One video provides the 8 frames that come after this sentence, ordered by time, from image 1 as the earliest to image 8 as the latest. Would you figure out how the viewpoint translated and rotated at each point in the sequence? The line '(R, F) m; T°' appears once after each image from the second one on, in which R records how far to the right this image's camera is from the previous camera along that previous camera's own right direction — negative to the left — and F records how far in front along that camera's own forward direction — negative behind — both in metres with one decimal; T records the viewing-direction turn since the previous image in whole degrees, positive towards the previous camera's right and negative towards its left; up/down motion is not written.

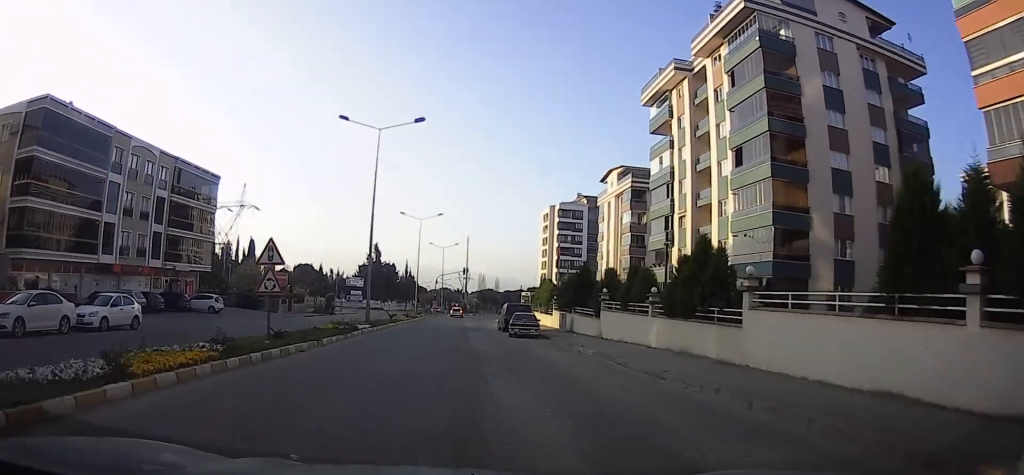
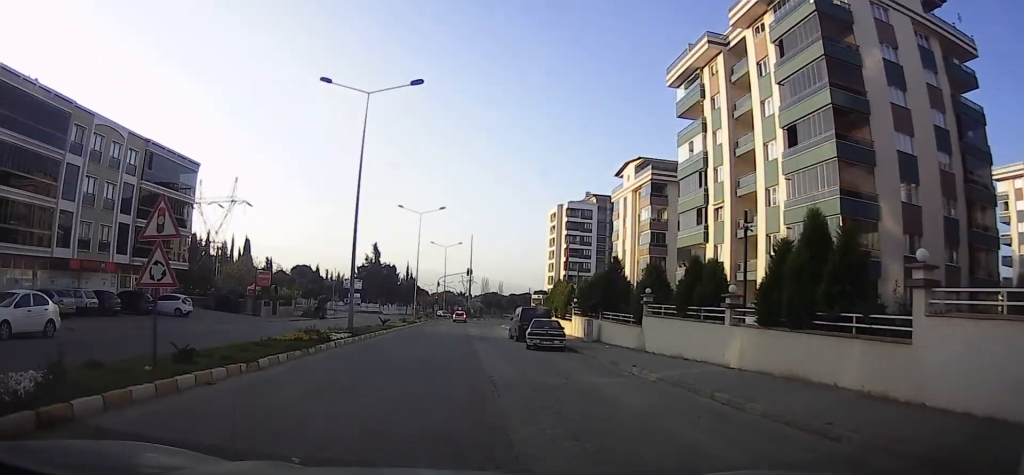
(0.0, +6.8) m; 0°
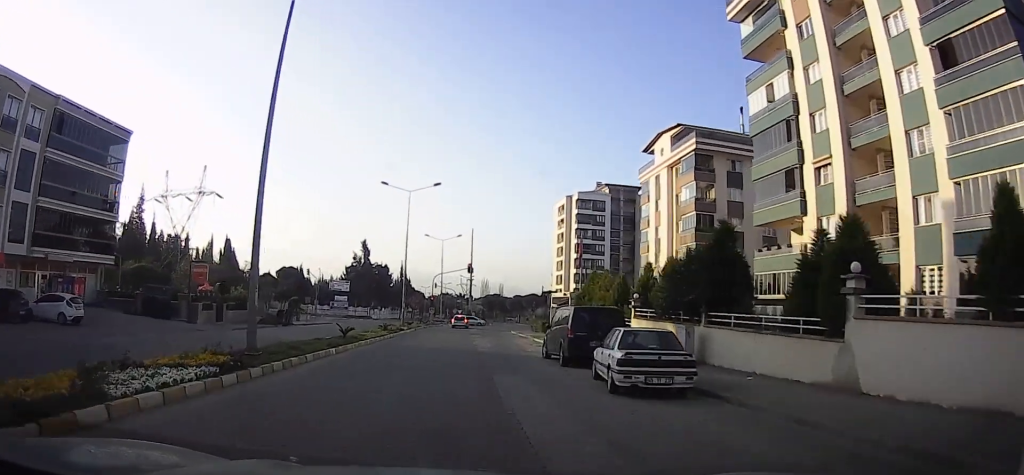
(0.0, +15.0) m; 0°
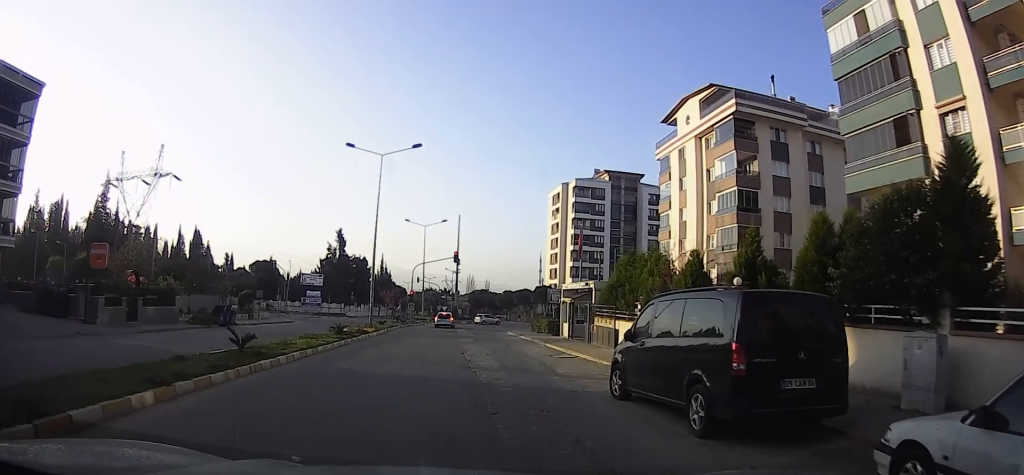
(0.0, +11.5) m; 0°
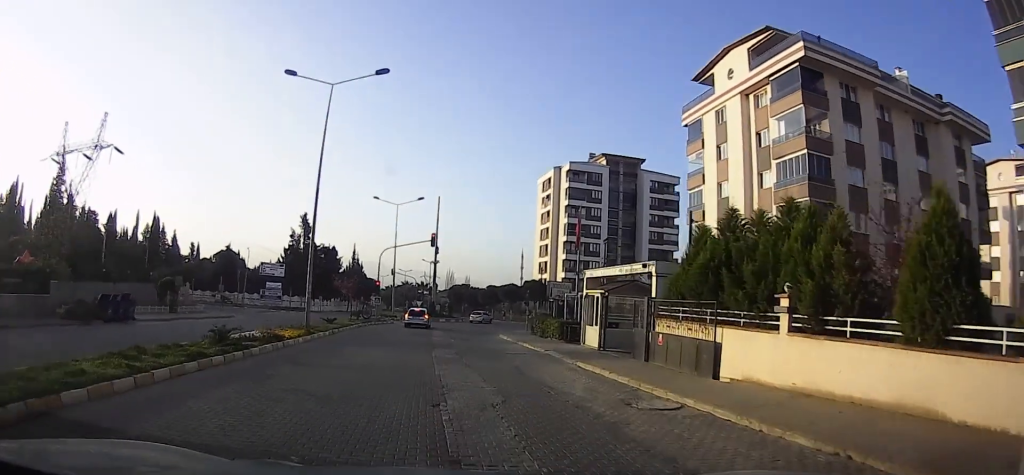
(0.0, +12.2) m; +1°
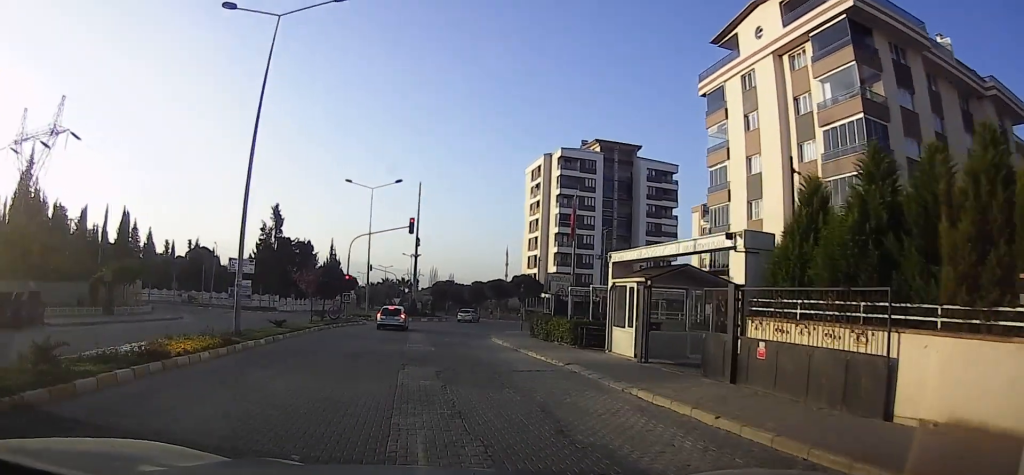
(+0.1, +7.2) m; +1°
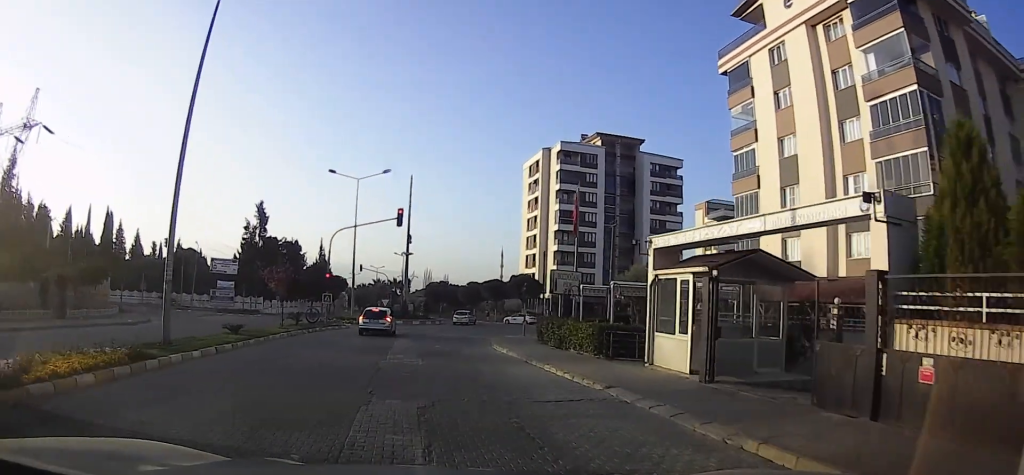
(0.0, +4.9) m; +1°
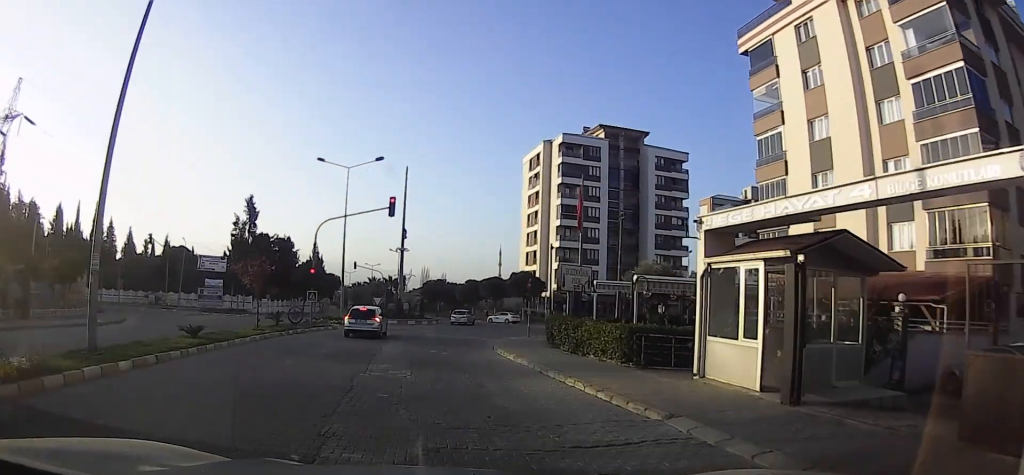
(0.0, +3.4) m; +1°
